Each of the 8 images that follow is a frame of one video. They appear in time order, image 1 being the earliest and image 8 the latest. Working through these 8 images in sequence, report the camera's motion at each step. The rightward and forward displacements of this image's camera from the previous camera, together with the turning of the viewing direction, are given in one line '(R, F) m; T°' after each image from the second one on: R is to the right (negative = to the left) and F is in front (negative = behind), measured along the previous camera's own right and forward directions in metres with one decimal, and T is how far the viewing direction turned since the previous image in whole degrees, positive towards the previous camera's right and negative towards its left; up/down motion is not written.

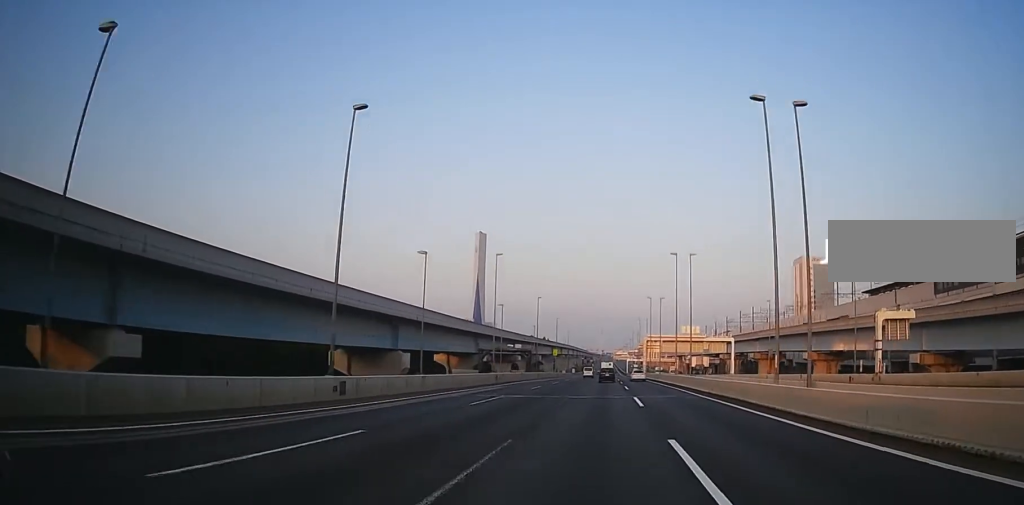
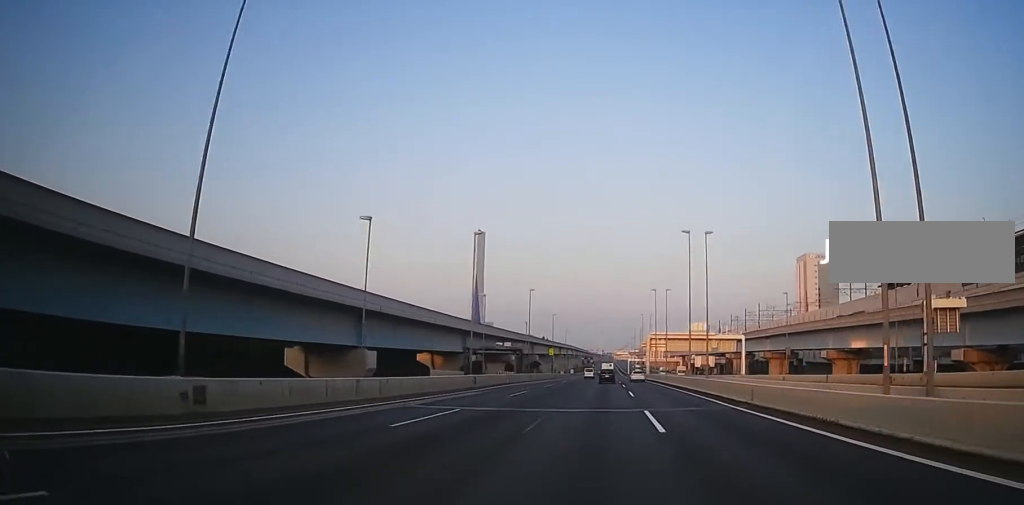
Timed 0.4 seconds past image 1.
(-0.1, +9.9) m; 0°
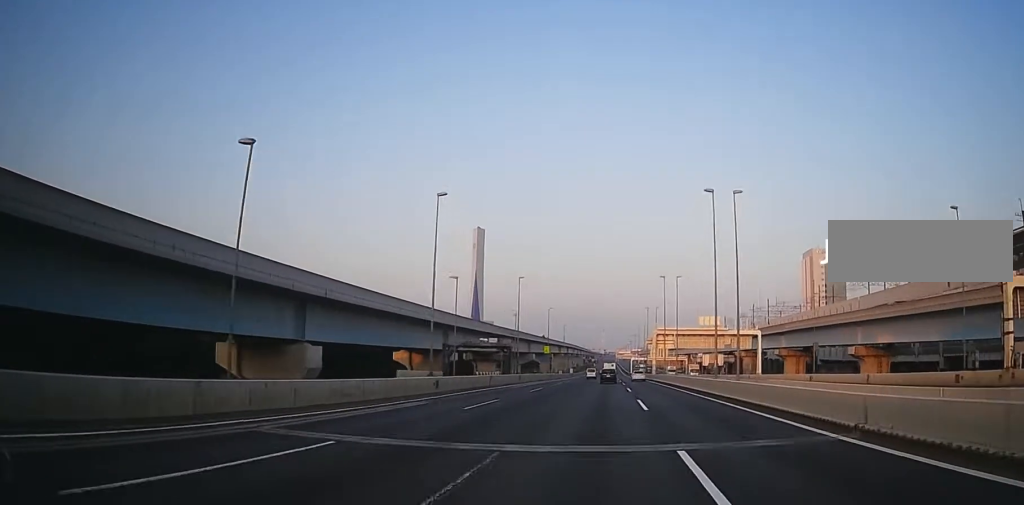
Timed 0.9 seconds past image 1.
(0.0, +11.8) m; 0°
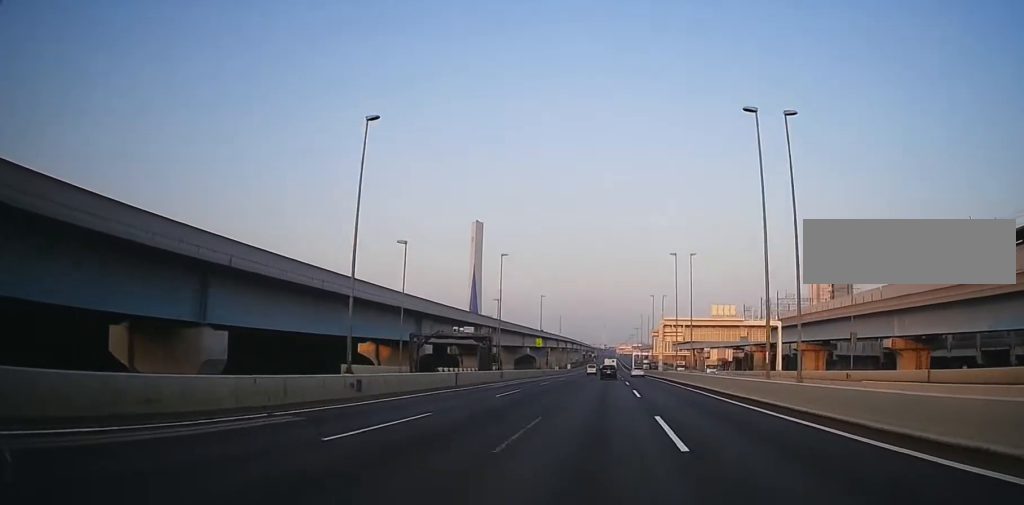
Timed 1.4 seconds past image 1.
(0.0, +11.9) m; 0°
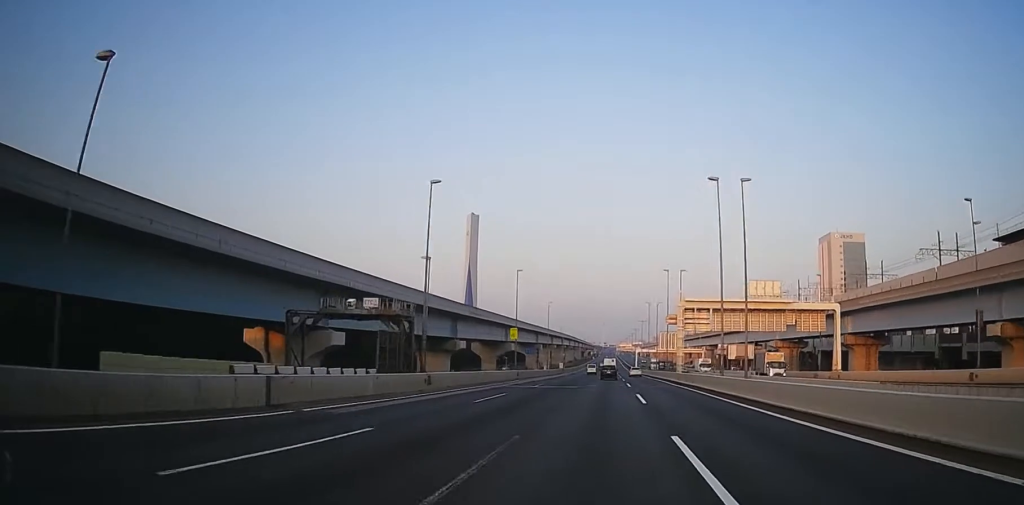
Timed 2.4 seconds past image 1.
(0.0, +25.1) m; 0°
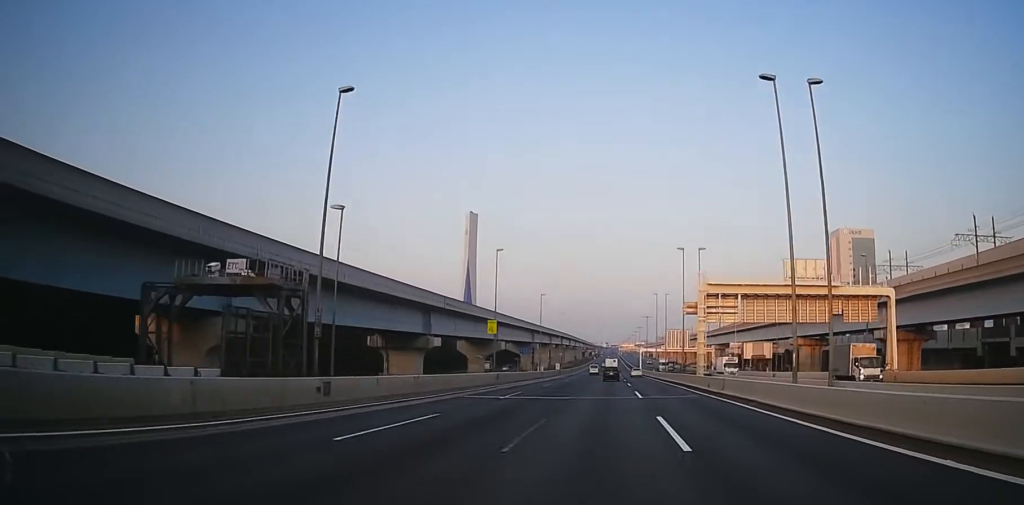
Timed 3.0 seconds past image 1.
(0.0, +14.9) m; 0°
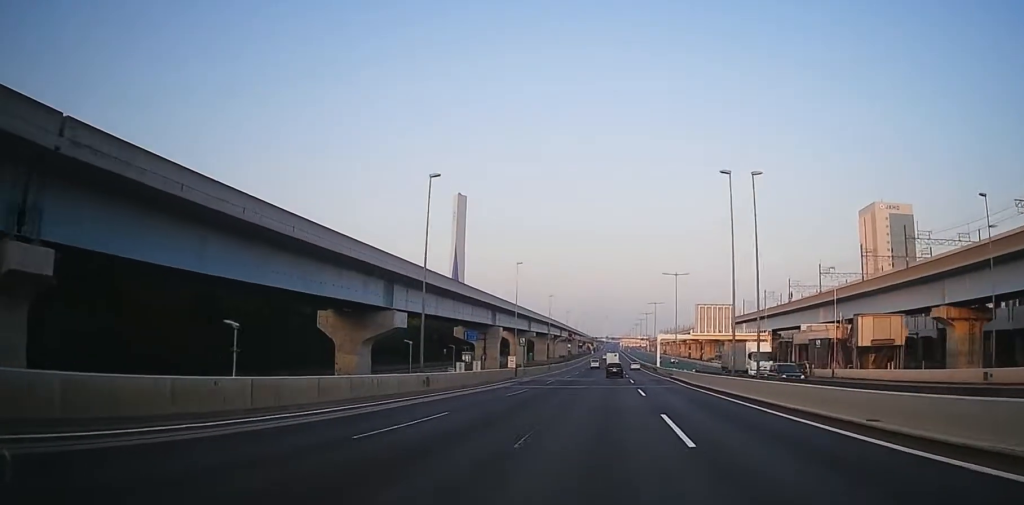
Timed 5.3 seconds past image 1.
(0.0, +58.9) m; 0°
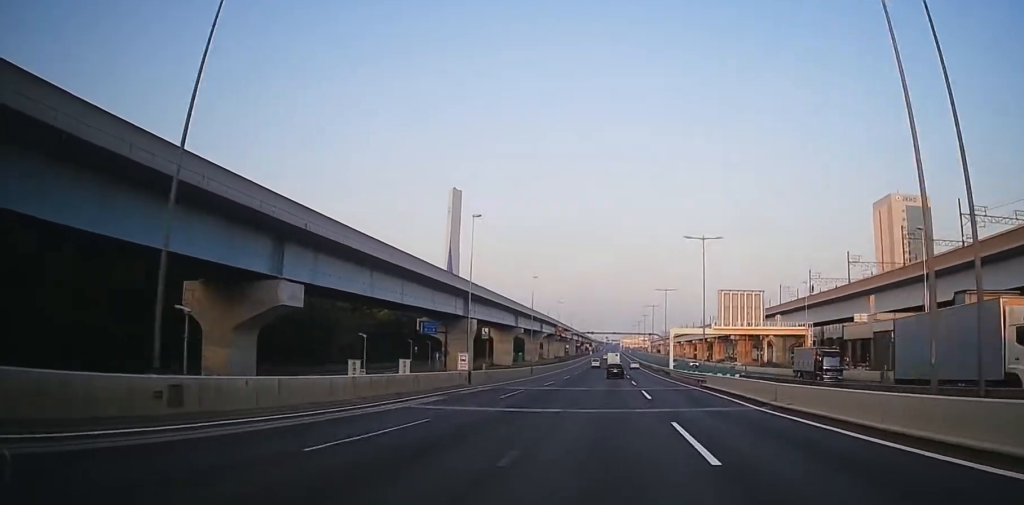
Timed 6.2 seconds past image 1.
(0.0, +22.3) m; 0°
